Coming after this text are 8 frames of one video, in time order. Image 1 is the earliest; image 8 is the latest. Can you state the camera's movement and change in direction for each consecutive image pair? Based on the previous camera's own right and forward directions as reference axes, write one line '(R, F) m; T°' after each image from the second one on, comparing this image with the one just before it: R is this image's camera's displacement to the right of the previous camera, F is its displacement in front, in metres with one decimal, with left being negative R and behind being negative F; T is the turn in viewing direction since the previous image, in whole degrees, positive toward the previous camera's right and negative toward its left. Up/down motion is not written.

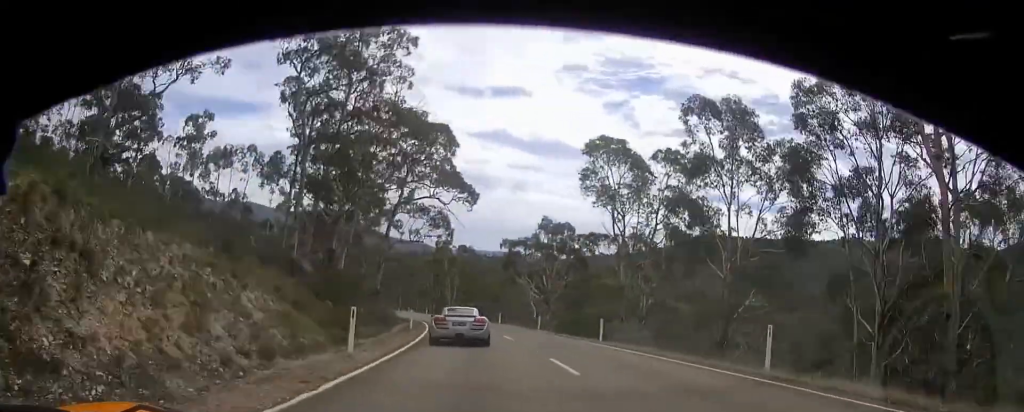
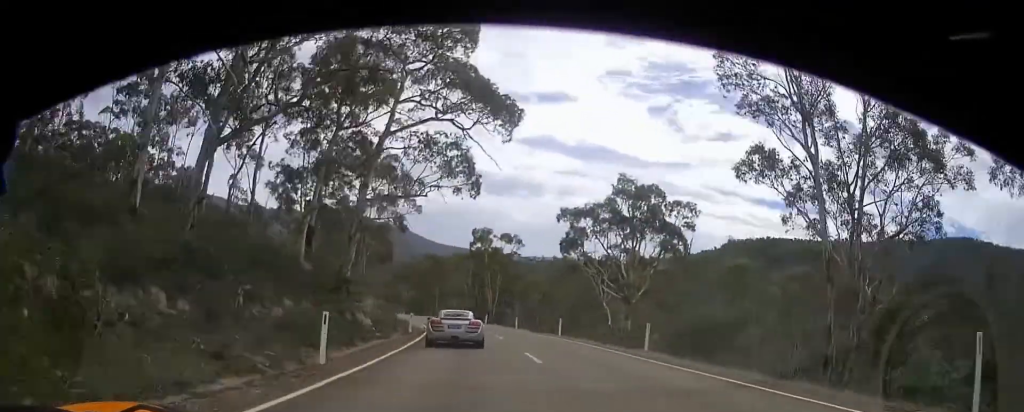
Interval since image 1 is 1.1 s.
(-0.9, +22.0) m; -5°
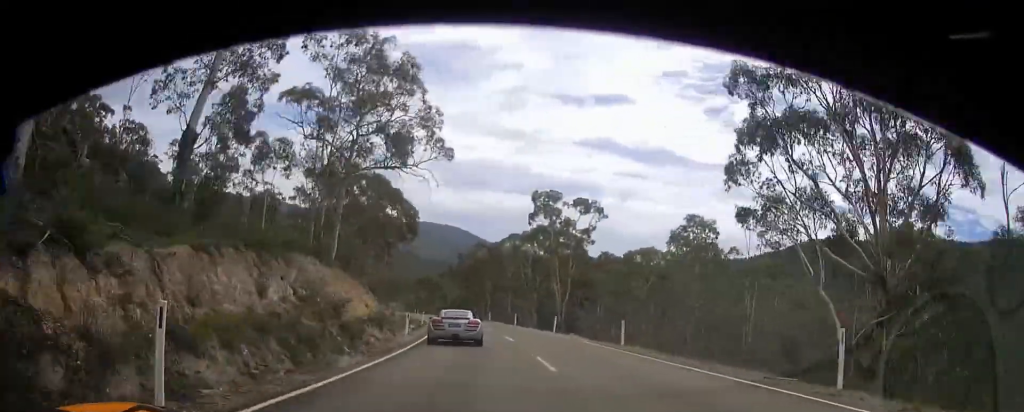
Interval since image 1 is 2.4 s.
(-1.4, +25.9) m; -6°
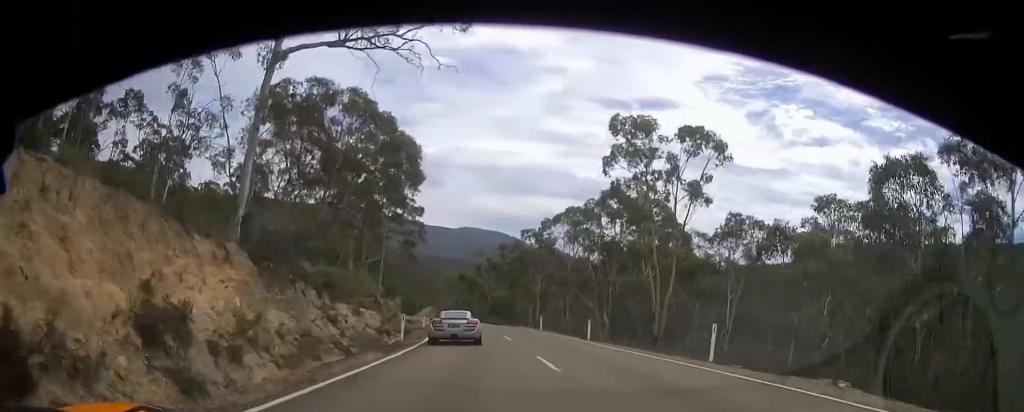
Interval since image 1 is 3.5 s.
(-1.1, +23.7) m; -5°
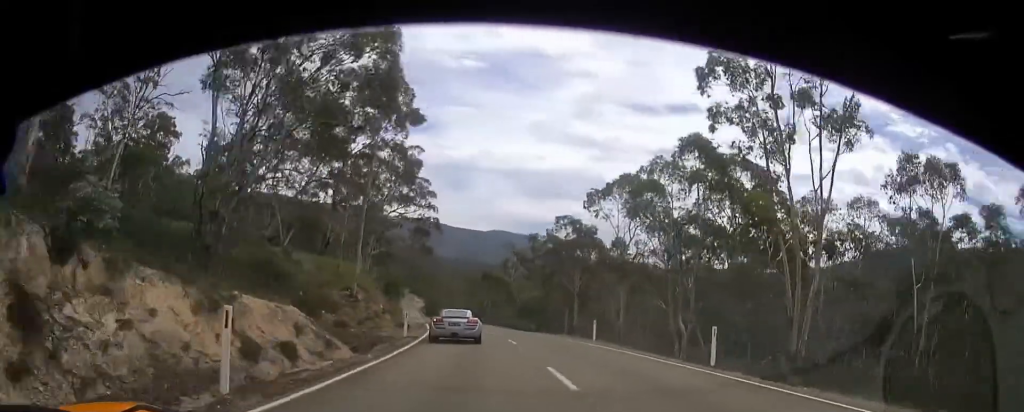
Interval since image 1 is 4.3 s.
(-0.4, +15.8) m; -3°
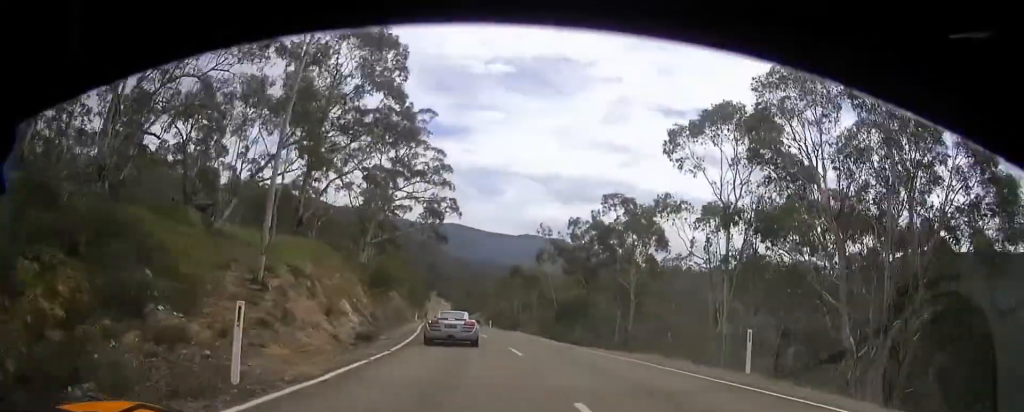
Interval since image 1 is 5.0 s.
(-0.2, +16.3) m; -3°
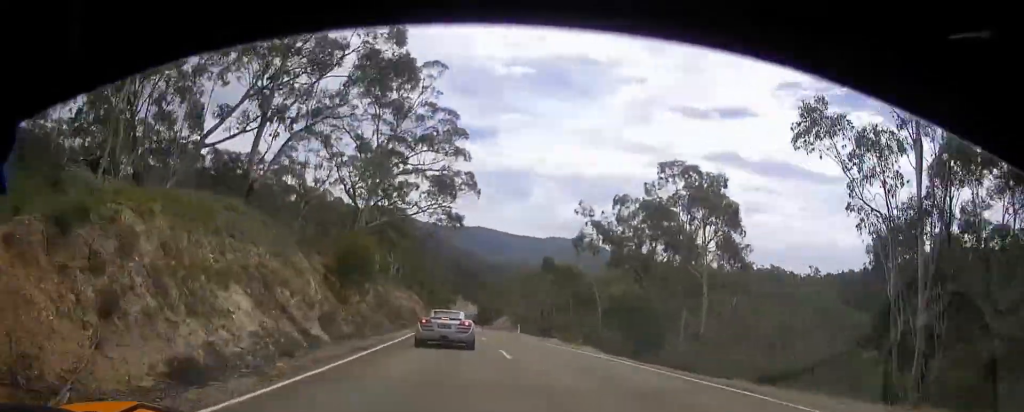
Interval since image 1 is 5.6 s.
(-0.4, +13.4) m; -2°
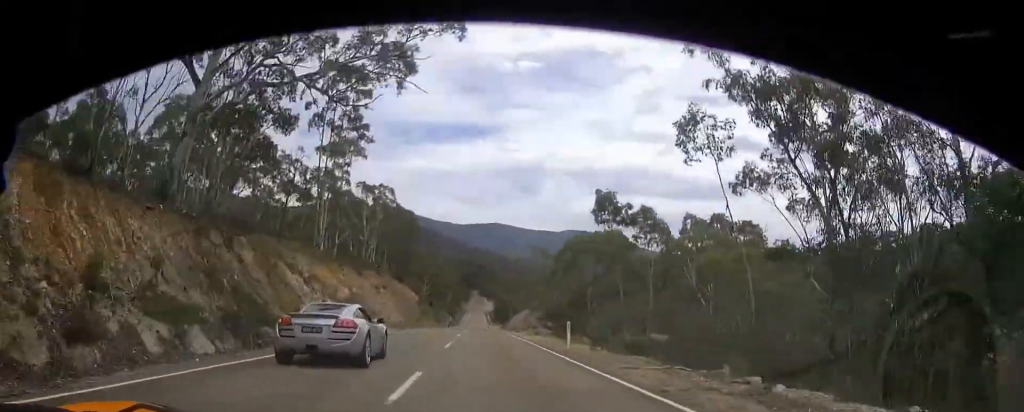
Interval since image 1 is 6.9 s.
(-1.0, +30.6) m; -3°
